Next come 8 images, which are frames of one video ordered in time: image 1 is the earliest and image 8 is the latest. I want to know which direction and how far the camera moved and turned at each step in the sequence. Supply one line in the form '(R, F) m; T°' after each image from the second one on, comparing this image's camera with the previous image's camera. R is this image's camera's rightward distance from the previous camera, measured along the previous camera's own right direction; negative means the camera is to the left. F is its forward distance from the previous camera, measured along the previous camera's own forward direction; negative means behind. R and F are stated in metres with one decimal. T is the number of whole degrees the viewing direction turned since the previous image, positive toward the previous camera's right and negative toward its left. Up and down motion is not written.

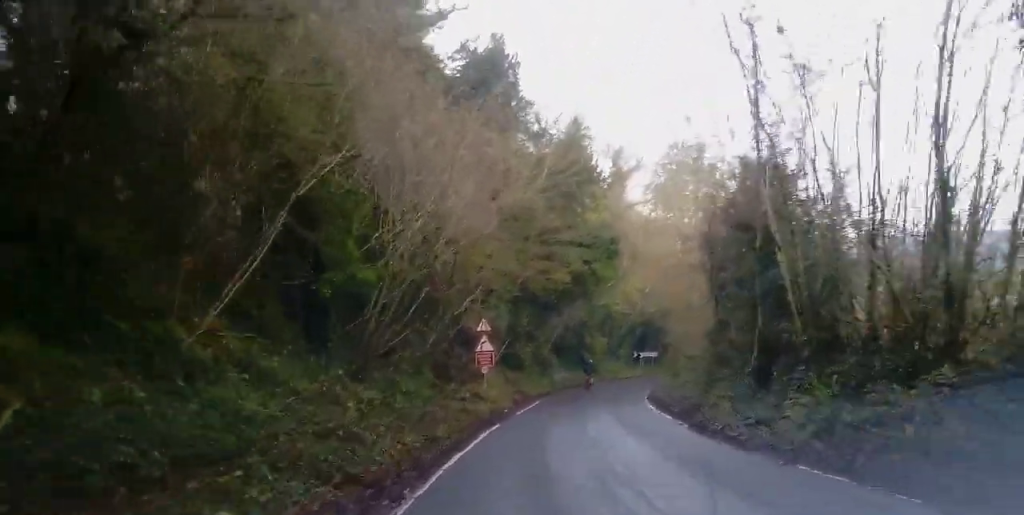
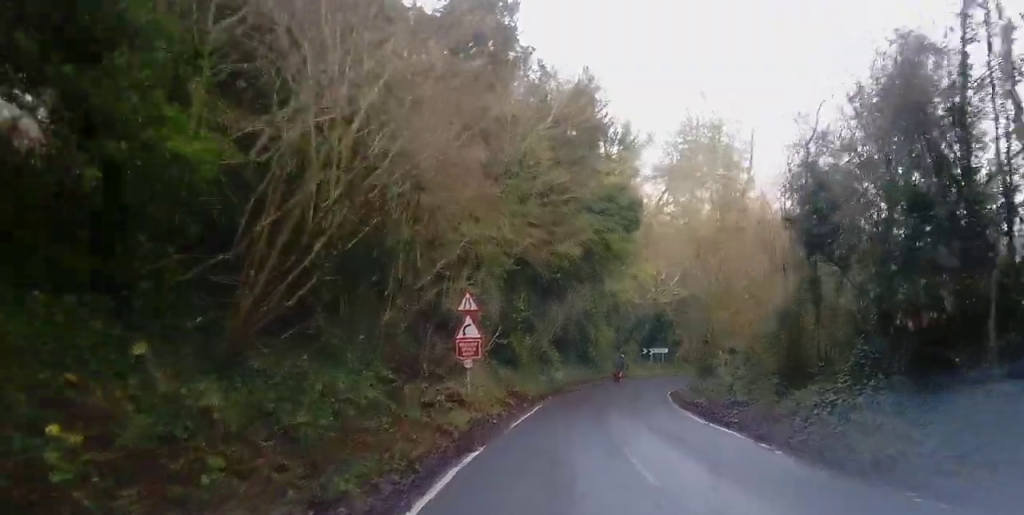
(-0.2, +7.6) m; 0°
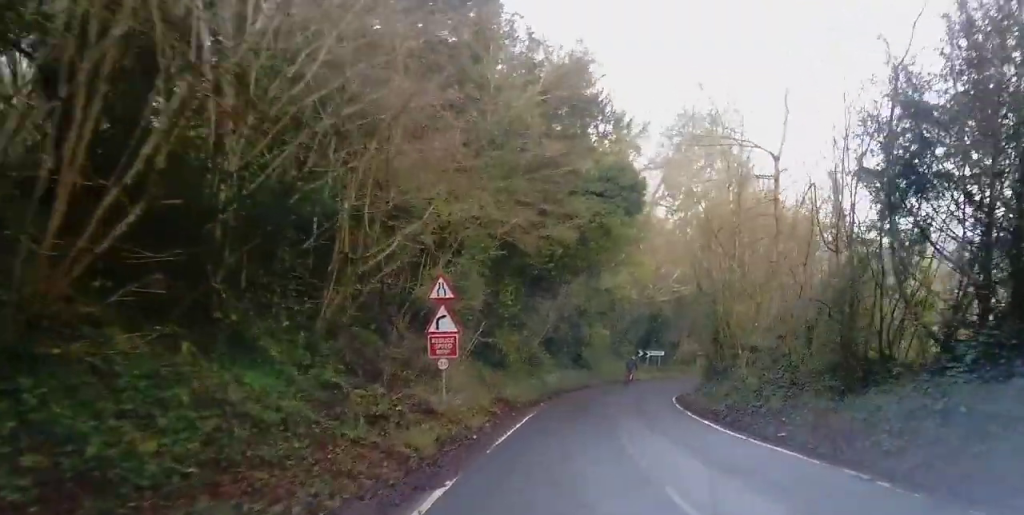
(+0.1, +4.3) m; +1°
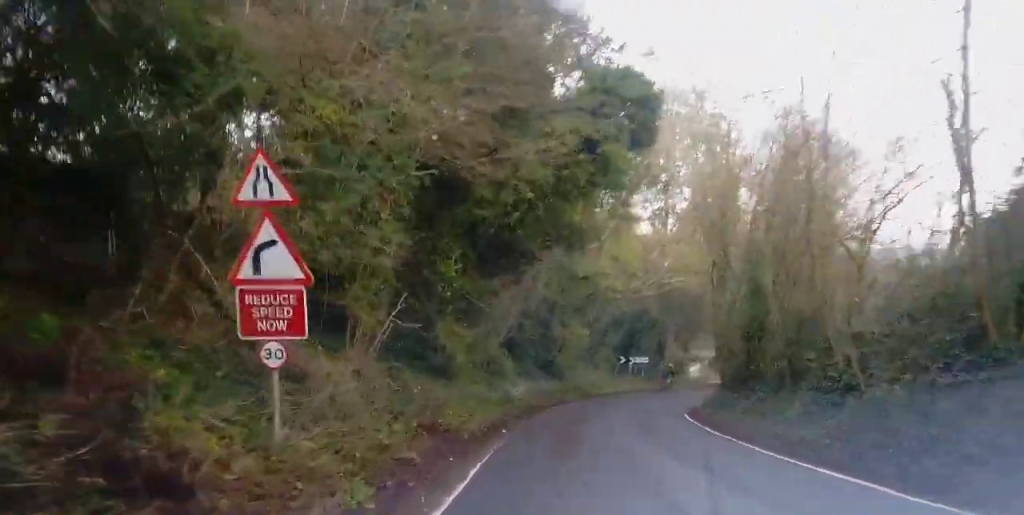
(+0.1, +10.2) m; +3°
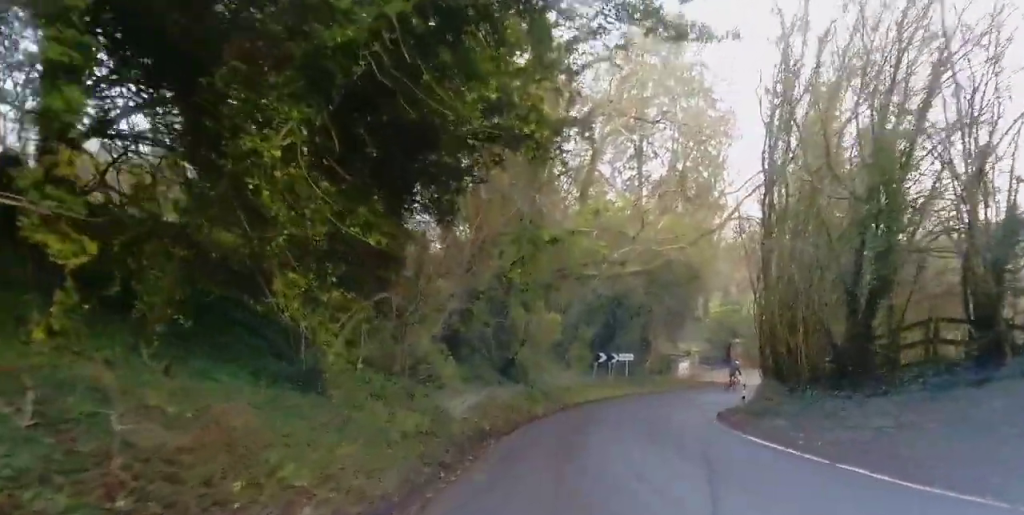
(+0.5, +11.3) m; +3°
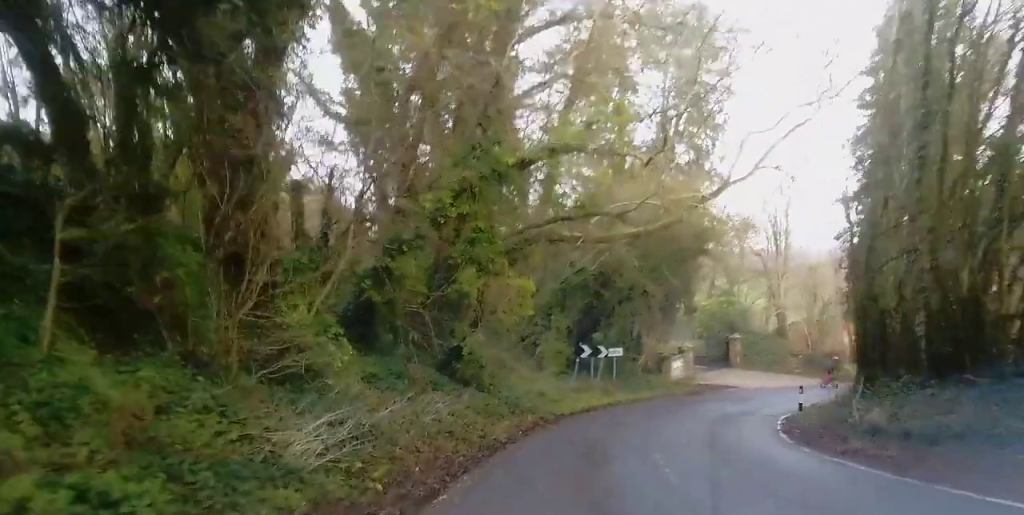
(0.0, +10.6) m; +2°
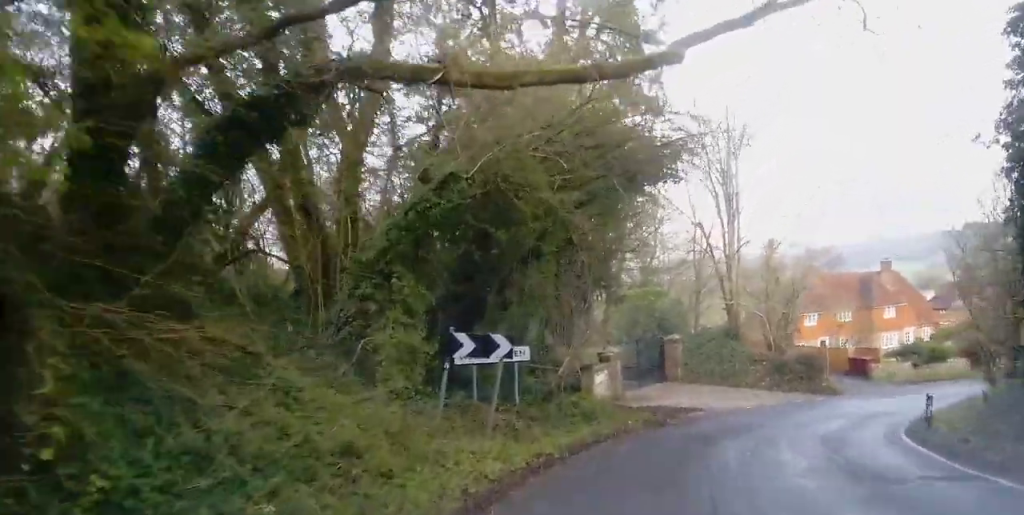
(+1.2, +16.4) m; +8°
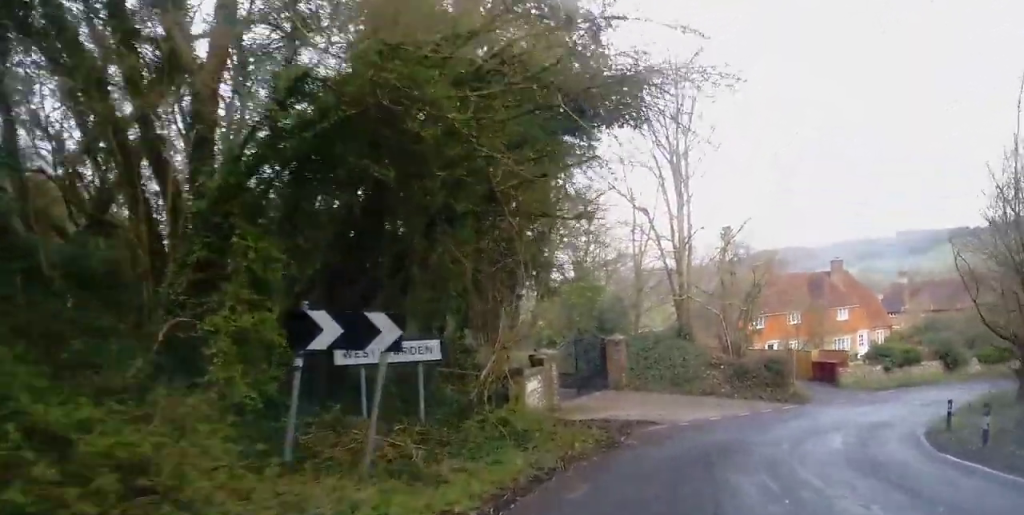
(+0.1, +5.3) m; +3°
